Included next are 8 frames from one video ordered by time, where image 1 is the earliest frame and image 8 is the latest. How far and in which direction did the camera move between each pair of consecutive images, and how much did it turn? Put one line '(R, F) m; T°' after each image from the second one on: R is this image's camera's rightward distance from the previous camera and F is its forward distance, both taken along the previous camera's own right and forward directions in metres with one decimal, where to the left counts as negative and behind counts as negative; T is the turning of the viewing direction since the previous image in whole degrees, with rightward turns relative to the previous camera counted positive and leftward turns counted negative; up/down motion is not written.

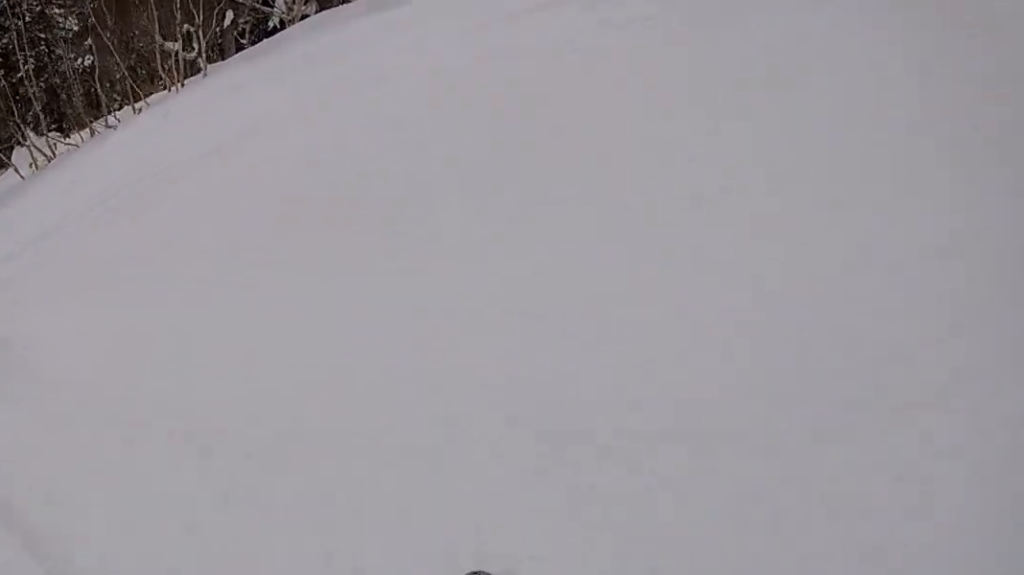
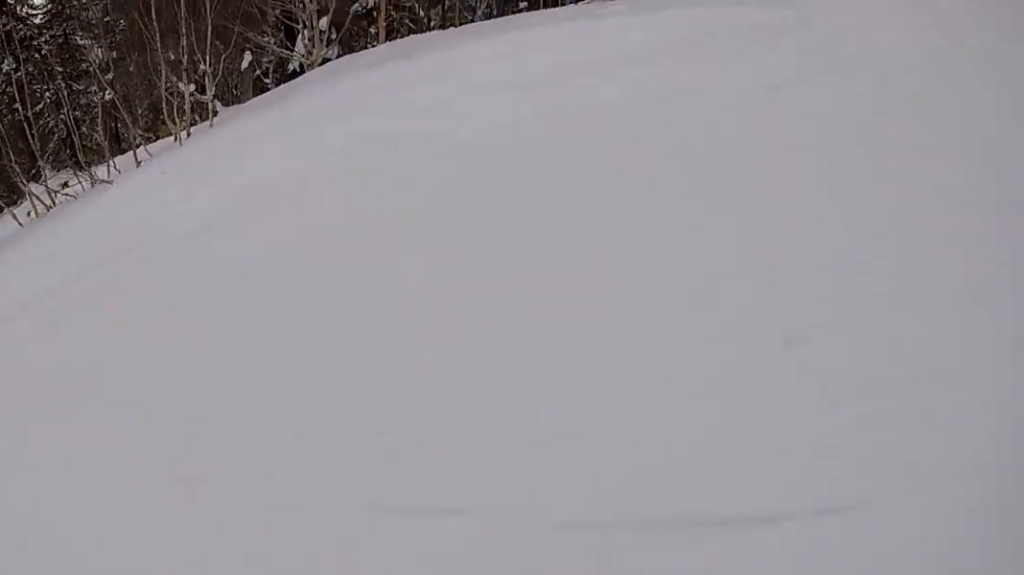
(-0.1, +1.4) m; -12°
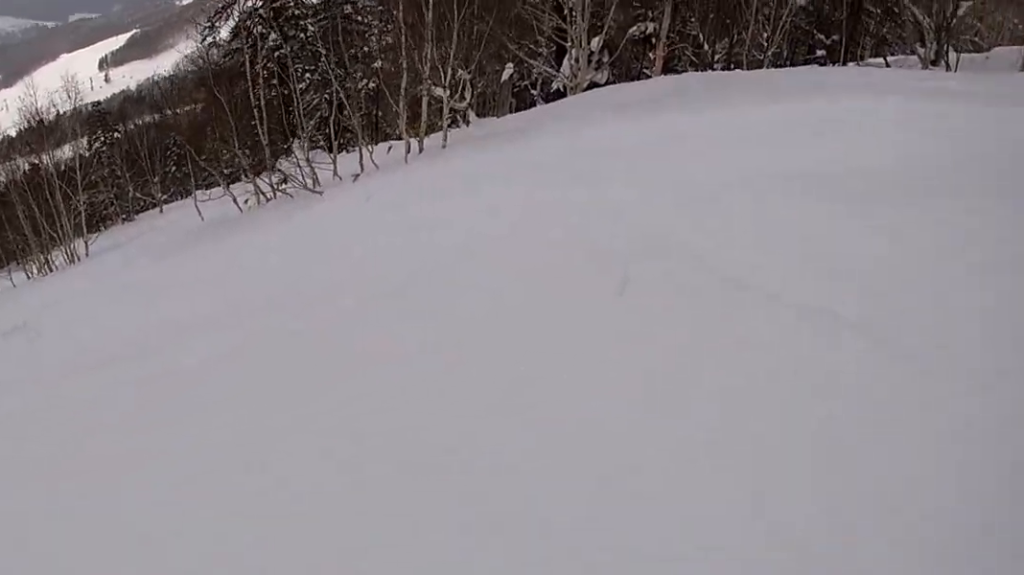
(-0.2, +2.2) m; -24°
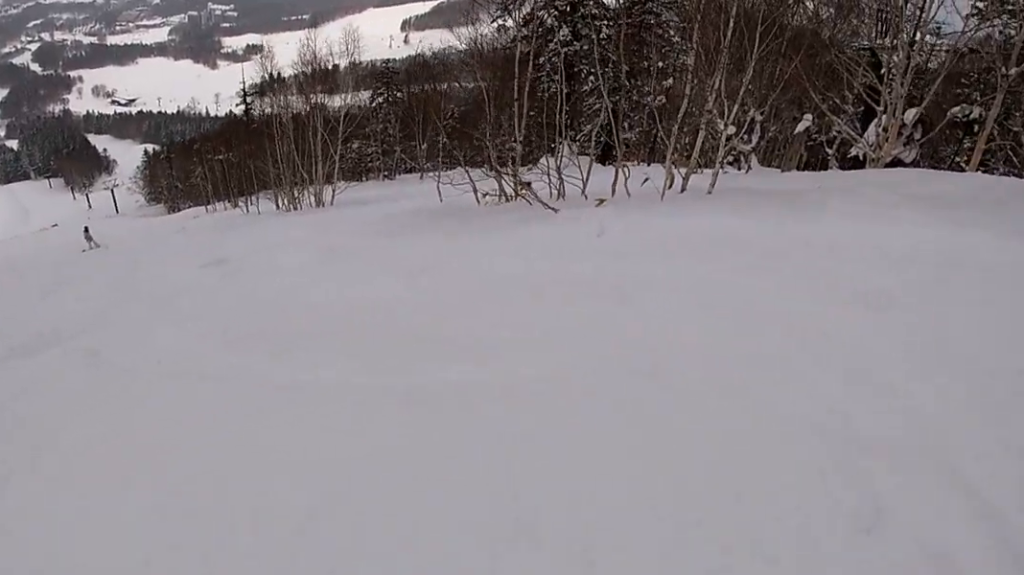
(-0.5, +1.7) m; -23°
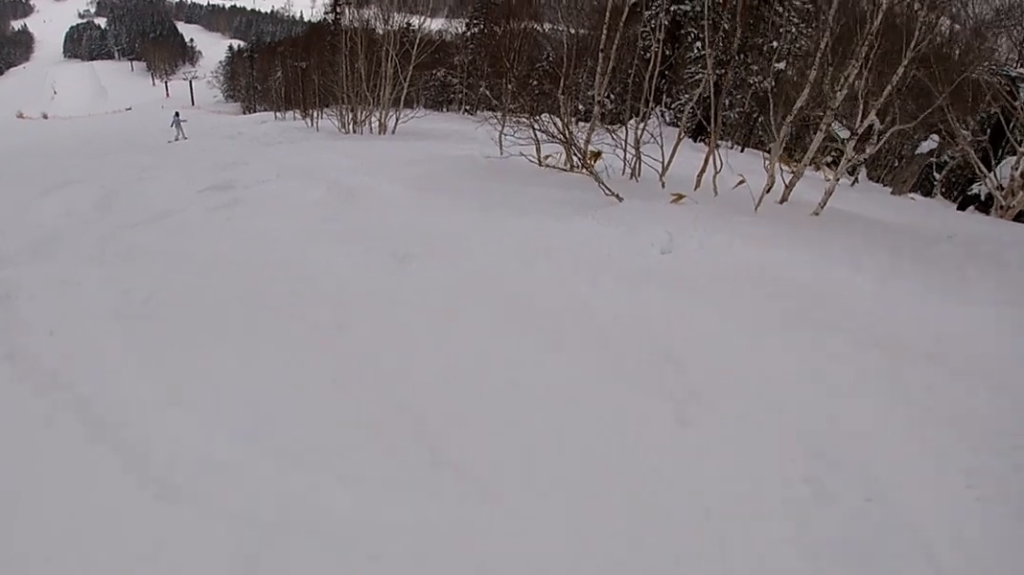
(-0.7, +2.4) m; -32°
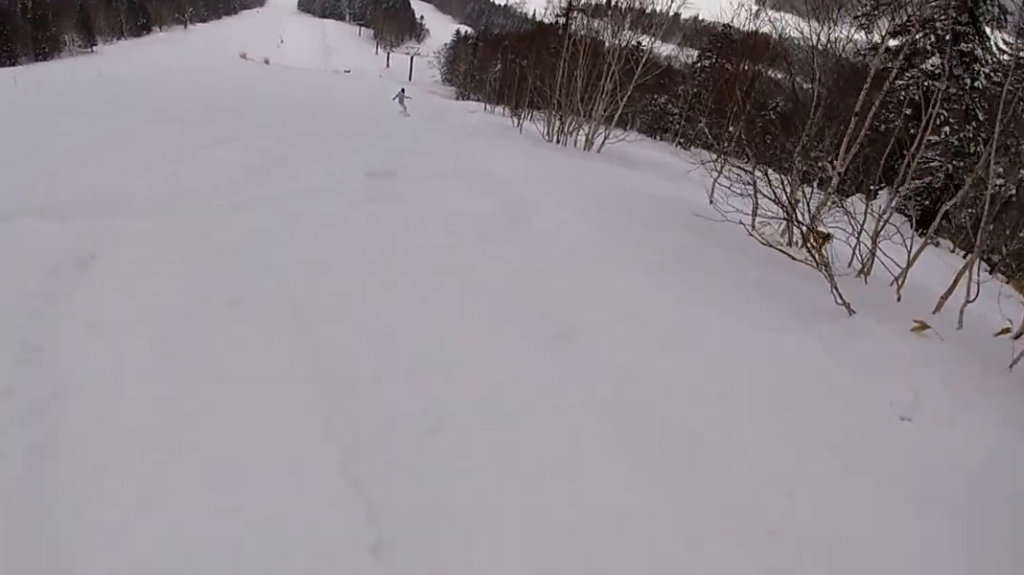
(-0.4, +1.6) m; -15°
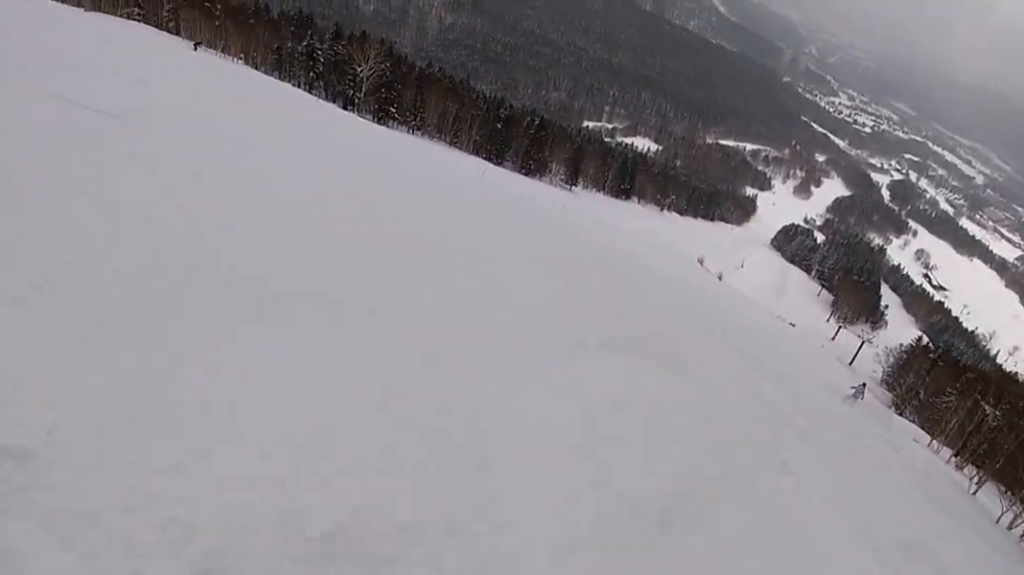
(-1.5, +5.7) m; -18°
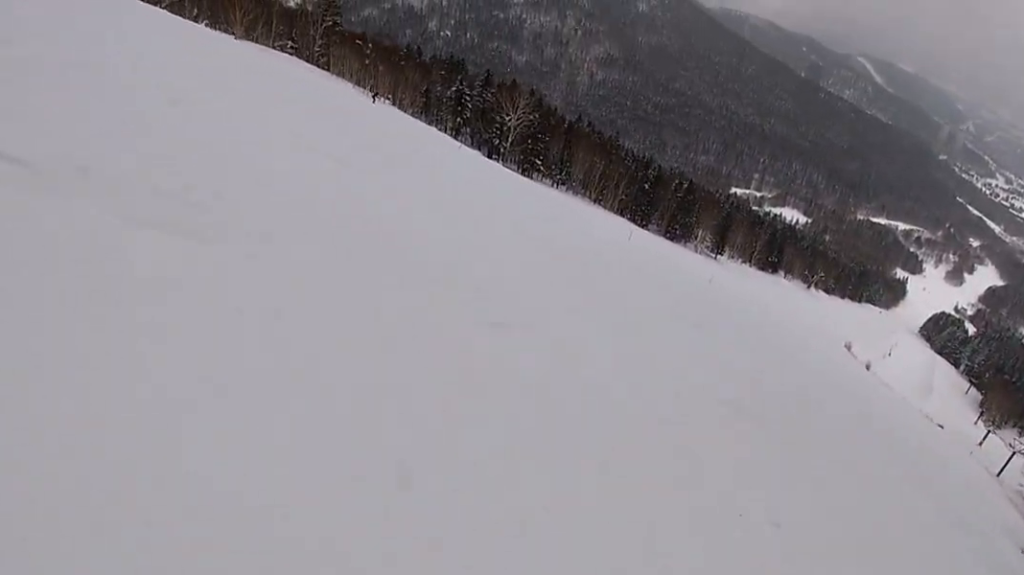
(0.0, +3.1) m; 0°
